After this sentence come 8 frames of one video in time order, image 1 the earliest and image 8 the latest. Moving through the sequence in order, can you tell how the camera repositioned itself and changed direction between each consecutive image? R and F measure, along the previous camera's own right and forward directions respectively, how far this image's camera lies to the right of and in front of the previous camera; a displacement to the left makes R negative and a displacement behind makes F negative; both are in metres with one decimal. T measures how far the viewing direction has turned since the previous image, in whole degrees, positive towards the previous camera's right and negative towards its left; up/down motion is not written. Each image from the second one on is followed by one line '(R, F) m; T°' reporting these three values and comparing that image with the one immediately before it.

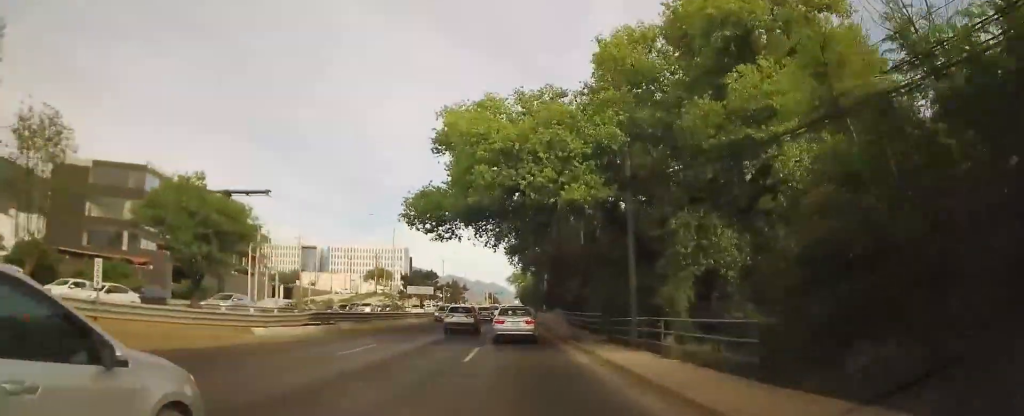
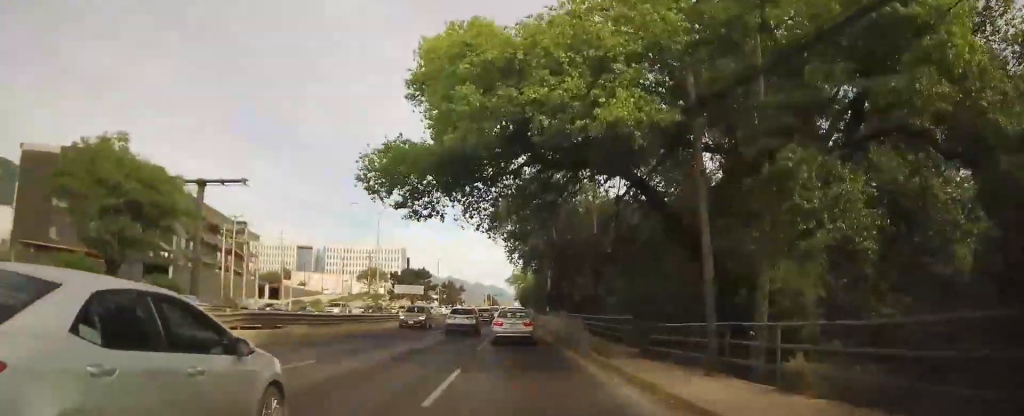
(0.0, +6.8) m; +1°
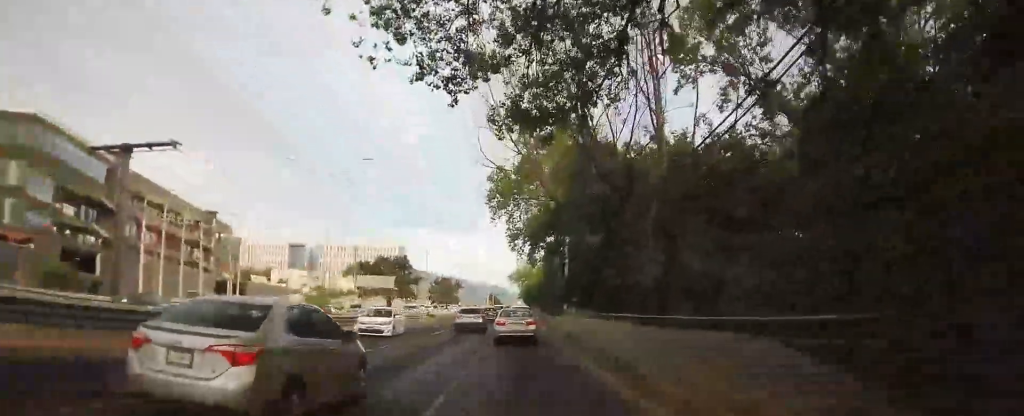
(+0.4, +15.7) m; 0°
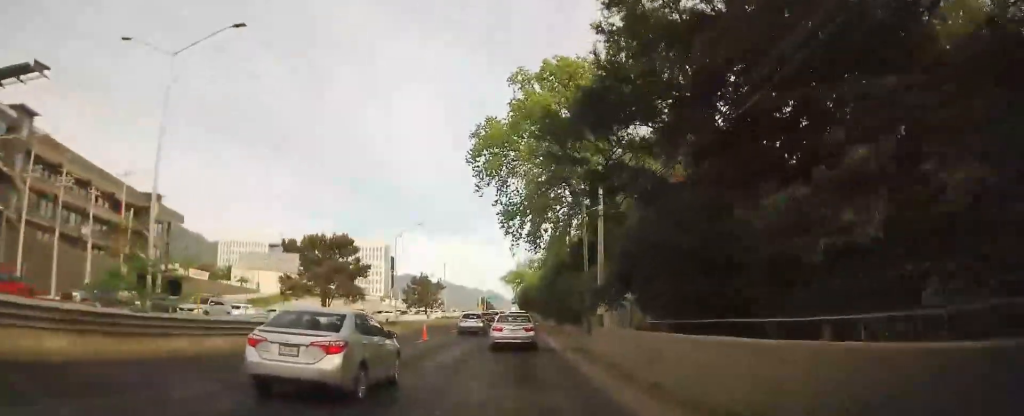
(-0.7, +18.1) m; -2°
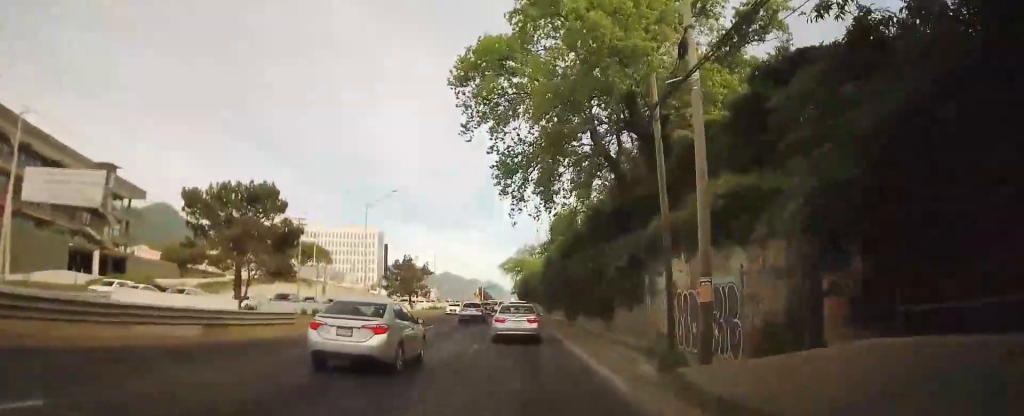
(+0.4, +12.7) m; +3°
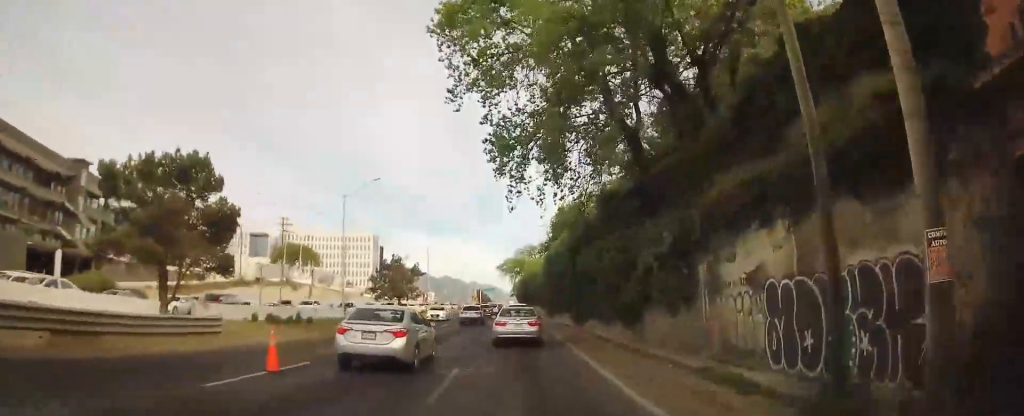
(+0.2, +6.3) m; 0°
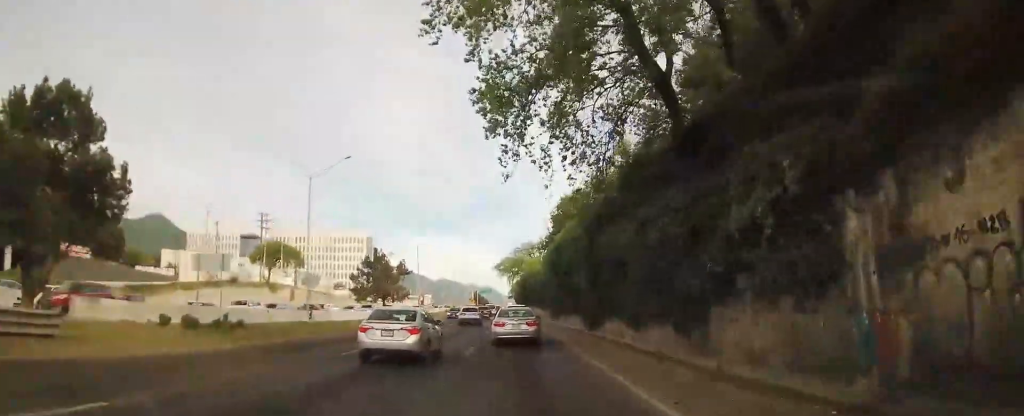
(0.0, +7.2) m; 0°
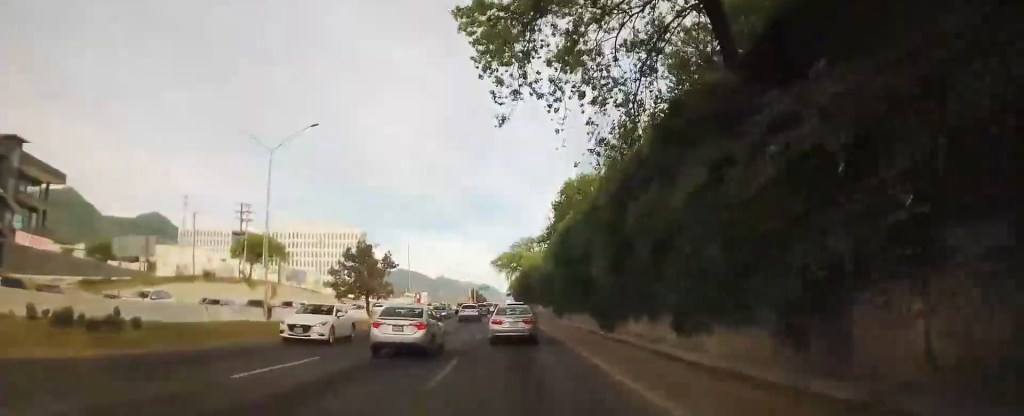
(-0.3, +6.3) m; +1°
